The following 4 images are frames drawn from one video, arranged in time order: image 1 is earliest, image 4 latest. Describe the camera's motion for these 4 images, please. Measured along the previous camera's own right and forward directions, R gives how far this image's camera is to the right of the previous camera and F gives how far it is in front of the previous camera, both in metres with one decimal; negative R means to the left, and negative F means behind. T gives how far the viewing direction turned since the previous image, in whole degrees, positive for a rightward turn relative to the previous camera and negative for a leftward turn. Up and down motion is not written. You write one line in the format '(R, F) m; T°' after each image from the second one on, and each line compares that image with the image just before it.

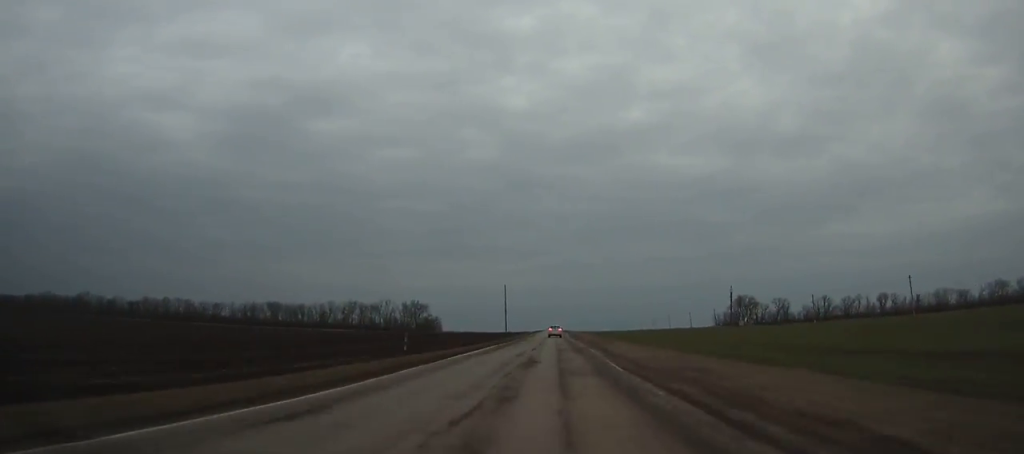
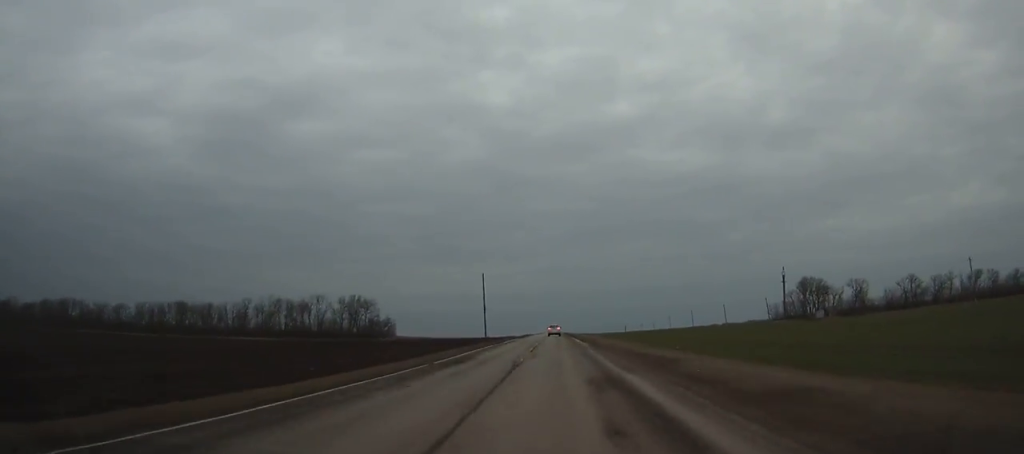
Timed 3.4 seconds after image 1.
(+0.2, +74.0) m; 0°
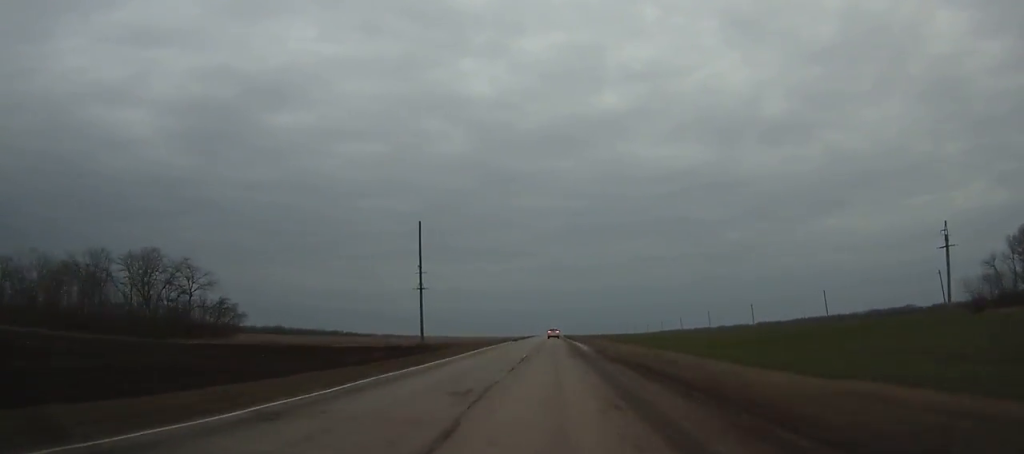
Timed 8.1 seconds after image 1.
(0.0, +102.6) m; 0°
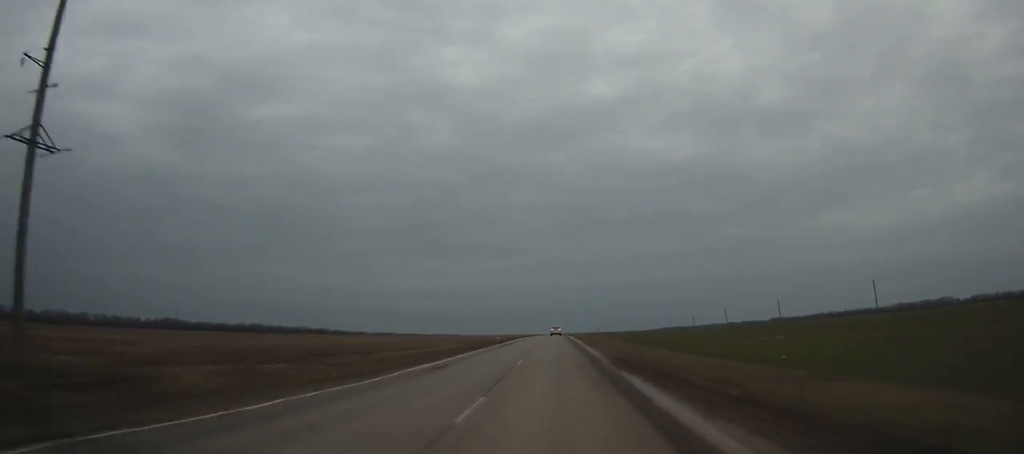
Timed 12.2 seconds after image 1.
(-0.1, +91.2) m; 0°
